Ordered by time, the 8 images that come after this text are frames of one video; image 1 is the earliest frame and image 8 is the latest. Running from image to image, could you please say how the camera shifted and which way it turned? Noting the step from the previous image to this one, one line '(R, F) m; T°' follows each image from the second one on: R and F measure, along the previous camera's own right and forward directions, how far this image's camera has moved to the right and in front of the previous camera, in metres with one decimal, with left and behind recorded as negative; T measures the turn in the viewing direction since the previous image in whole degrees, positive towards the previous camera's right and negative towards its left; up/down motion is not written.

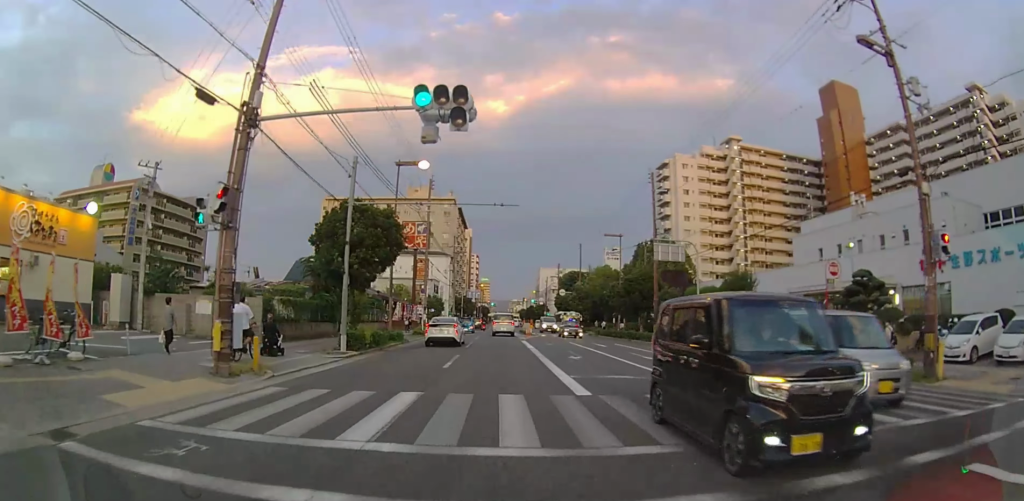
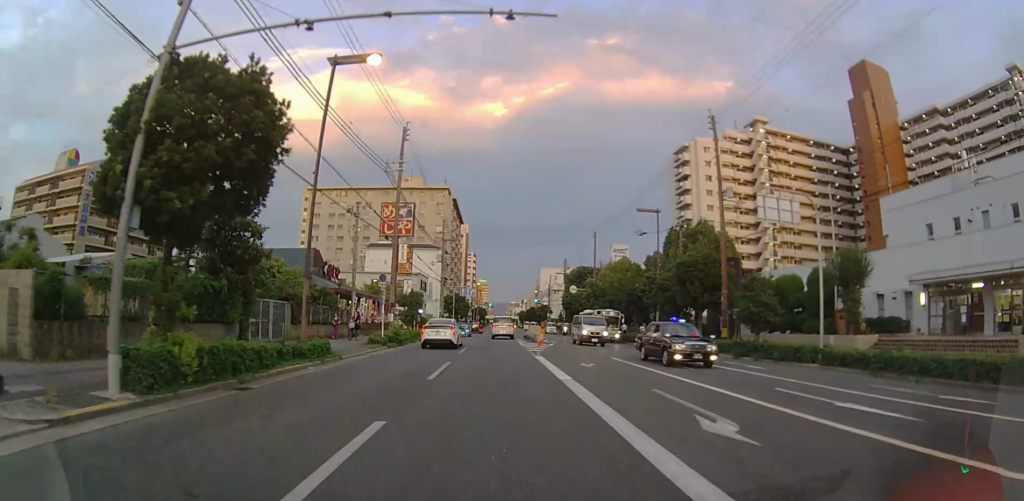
(0.0, +13.4) m; 0°
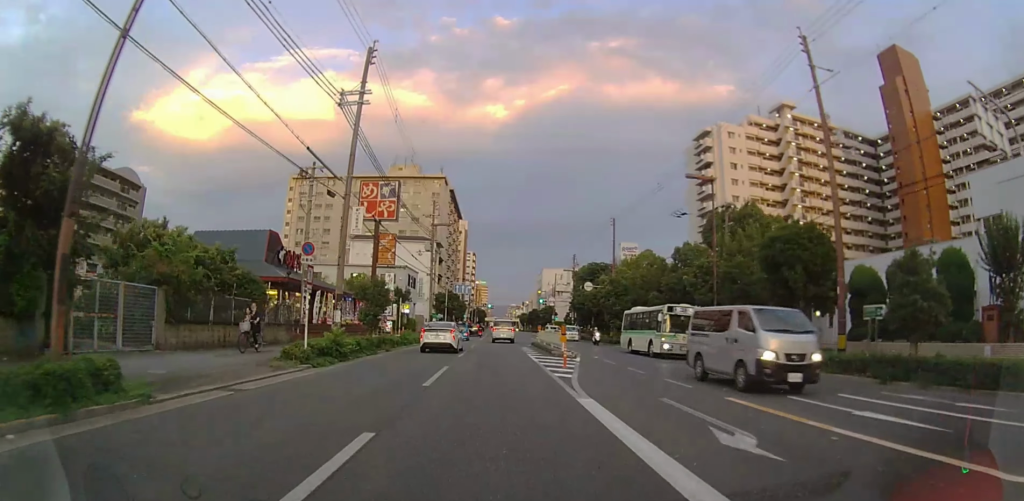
(0.0, +10.5) m; 0°
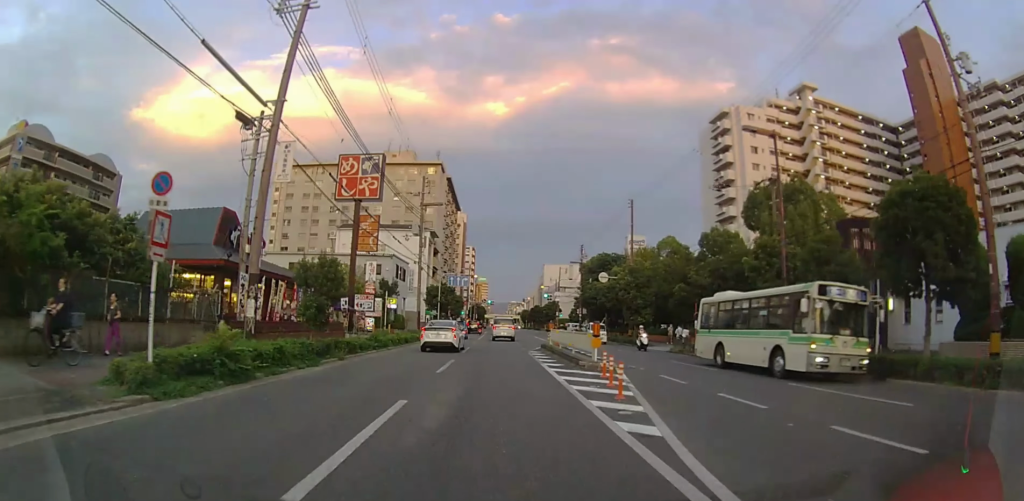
(0.0, +7.8) m; 0°
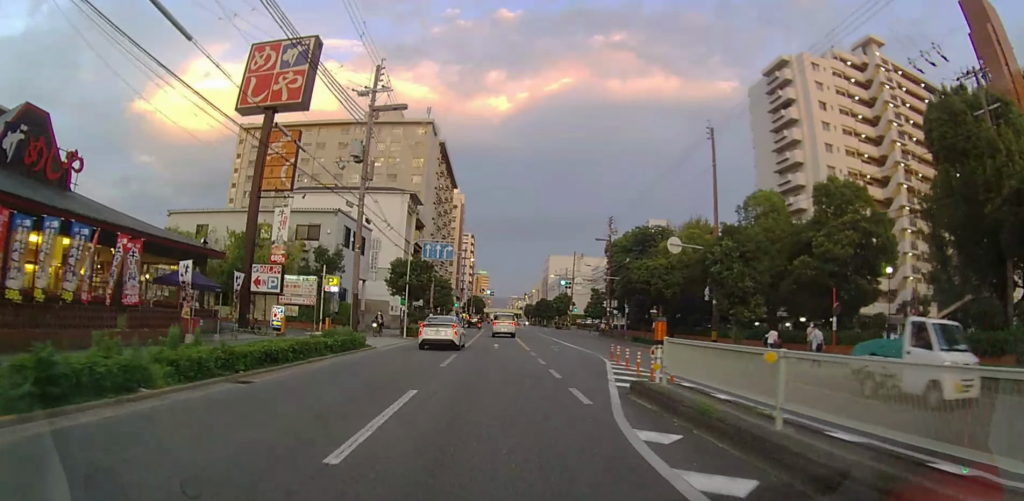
(-0.2, +18.9) m; -1°
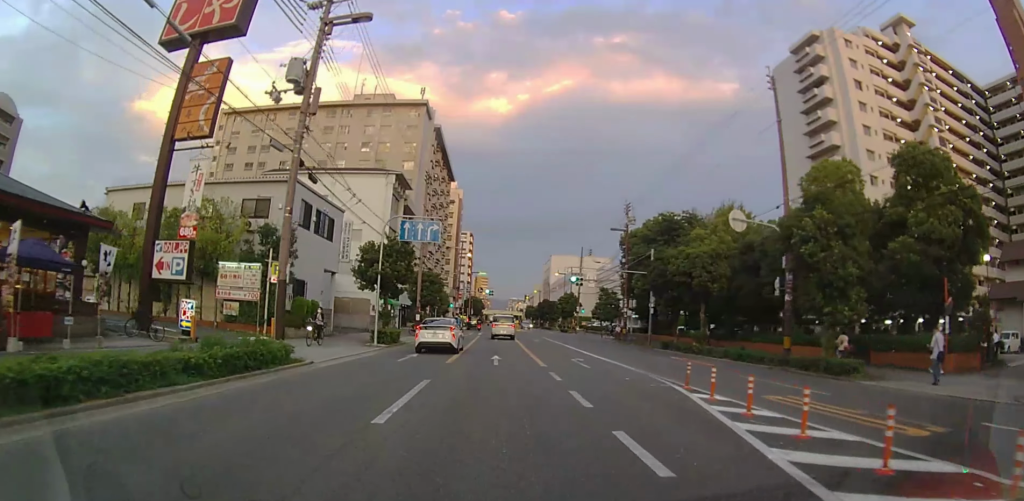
(0.0, +8.1) m; 0°
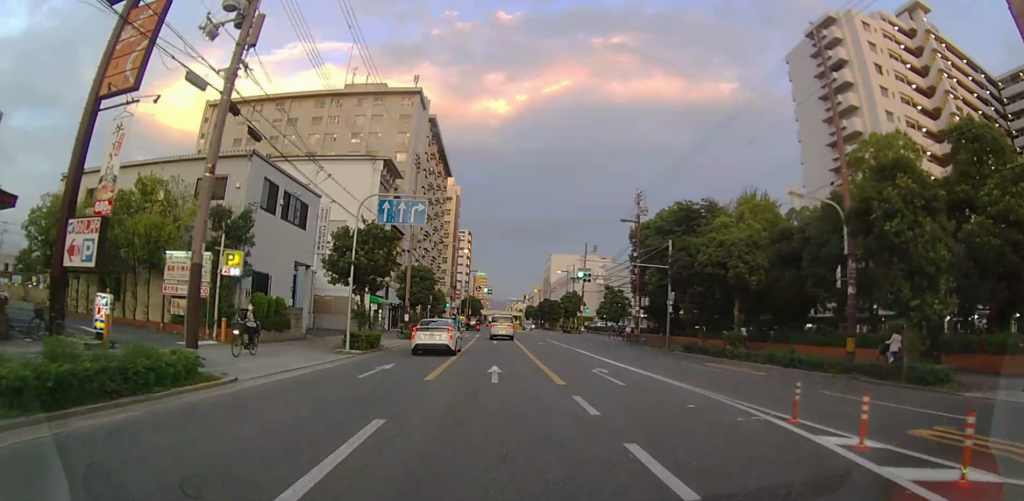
(0.0, +4.7) m; 0°
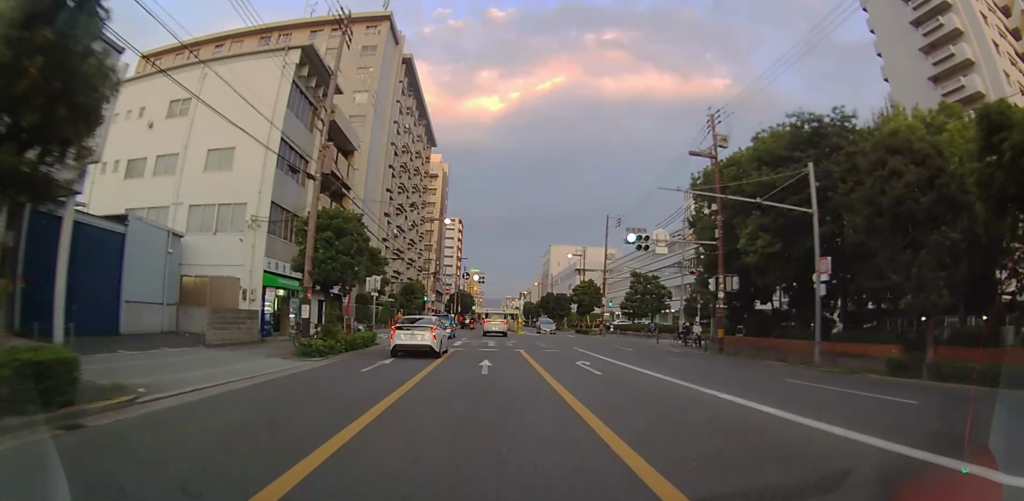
(+0.3, +18.8) m; +3°
